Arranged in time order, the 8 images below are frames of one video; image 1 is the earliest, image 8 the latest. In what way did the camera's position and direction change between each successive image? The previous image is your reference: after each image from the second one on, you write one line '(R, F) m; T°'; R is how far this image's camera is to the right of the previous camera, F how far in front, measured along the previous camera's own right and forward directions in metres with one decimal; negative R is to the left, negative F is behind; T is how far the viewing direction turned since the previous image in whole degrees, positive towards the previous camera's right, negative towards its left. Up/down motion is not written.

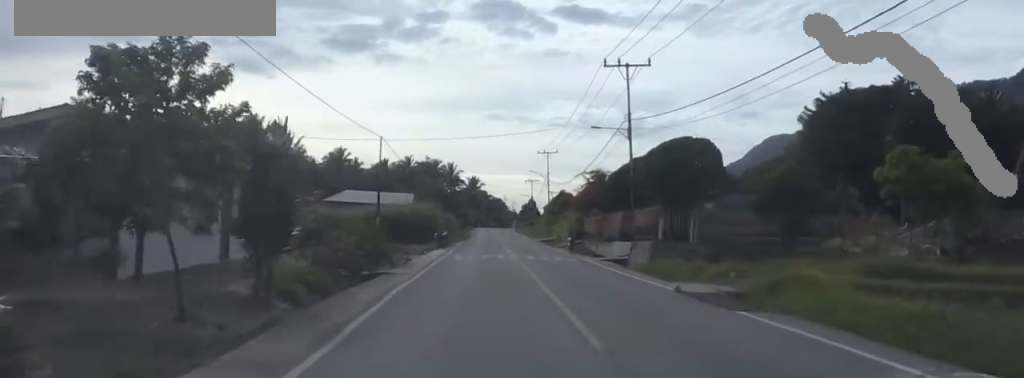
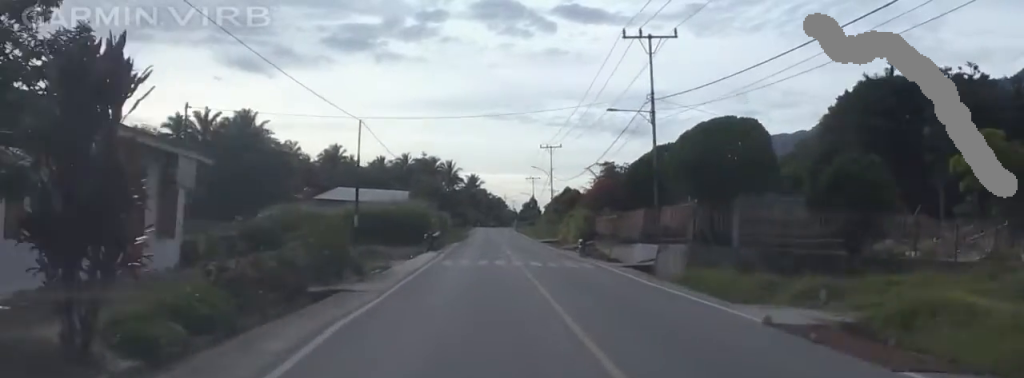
(-0.5, +6.7) m; 0°
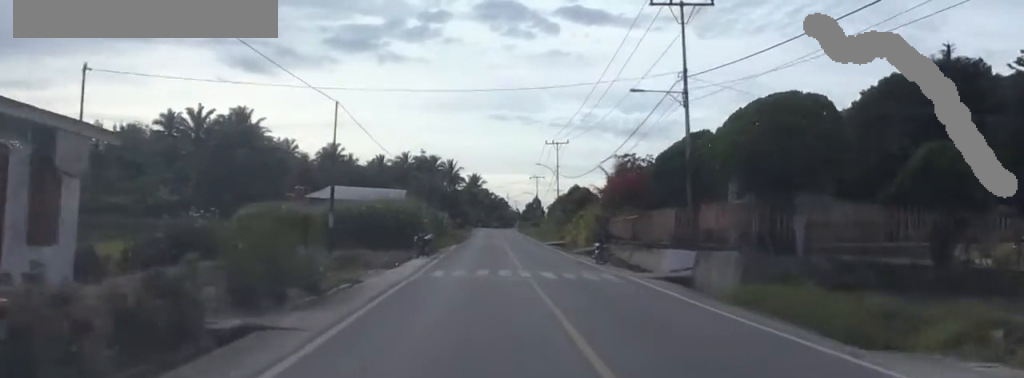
(-0.2, +6.2) m; 0°
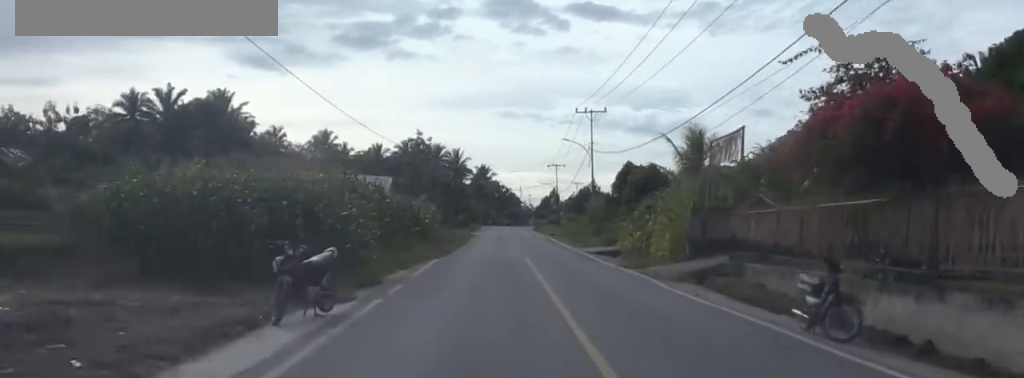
(0.0, +24.6) m; 0°
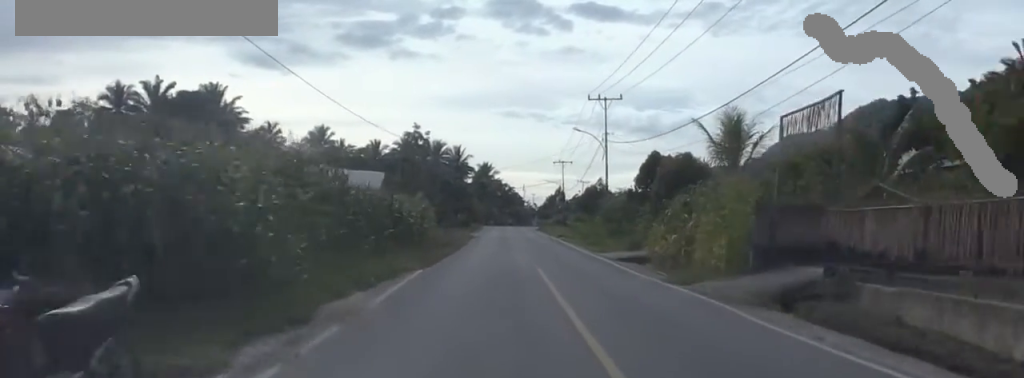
(+0.2, +7.5) m; 0°
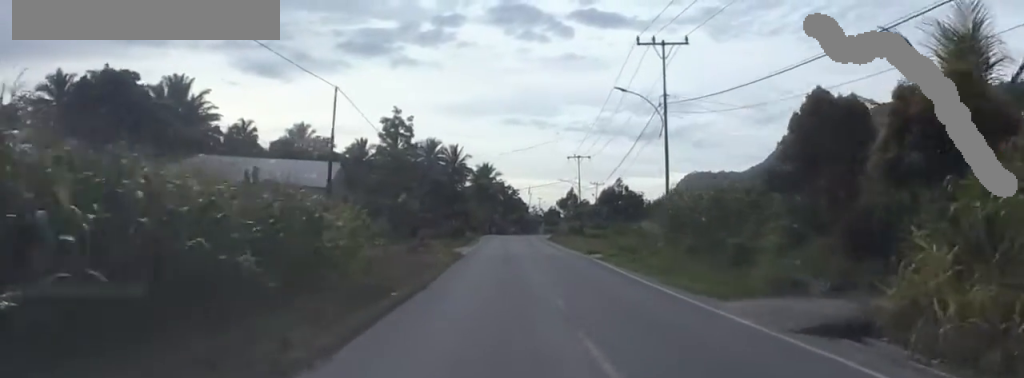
(-0.3, +21.9) m; 0°
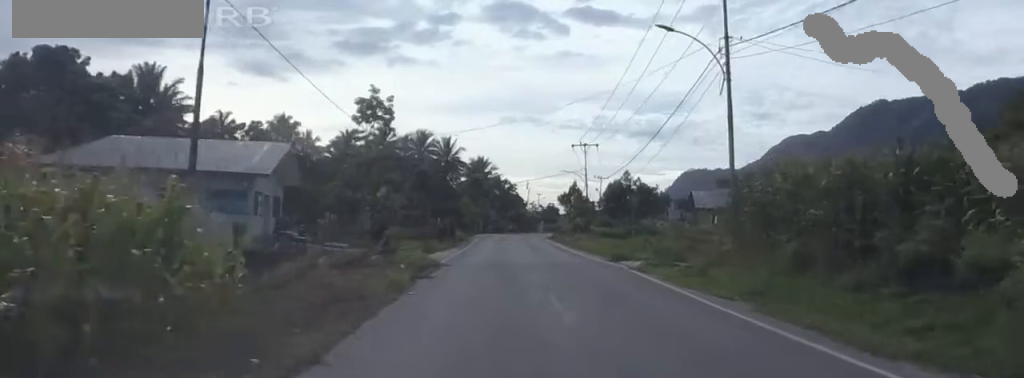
(+0.6, +12.2) m; +3°
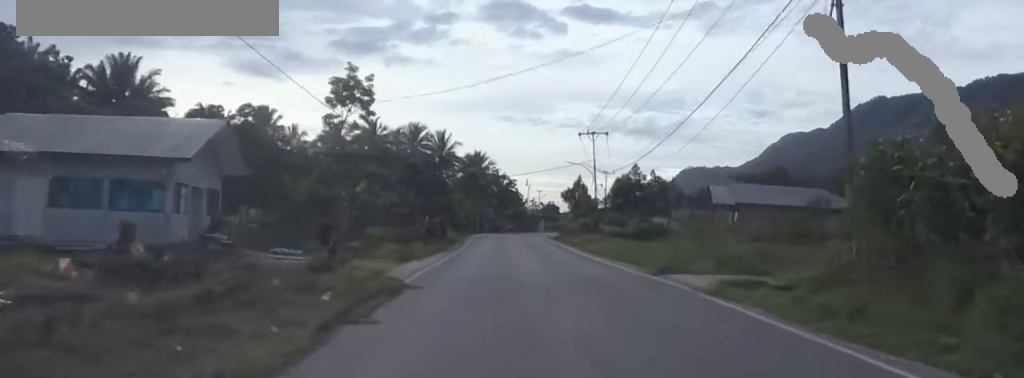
(+0.2, +9.9) m; -1°
